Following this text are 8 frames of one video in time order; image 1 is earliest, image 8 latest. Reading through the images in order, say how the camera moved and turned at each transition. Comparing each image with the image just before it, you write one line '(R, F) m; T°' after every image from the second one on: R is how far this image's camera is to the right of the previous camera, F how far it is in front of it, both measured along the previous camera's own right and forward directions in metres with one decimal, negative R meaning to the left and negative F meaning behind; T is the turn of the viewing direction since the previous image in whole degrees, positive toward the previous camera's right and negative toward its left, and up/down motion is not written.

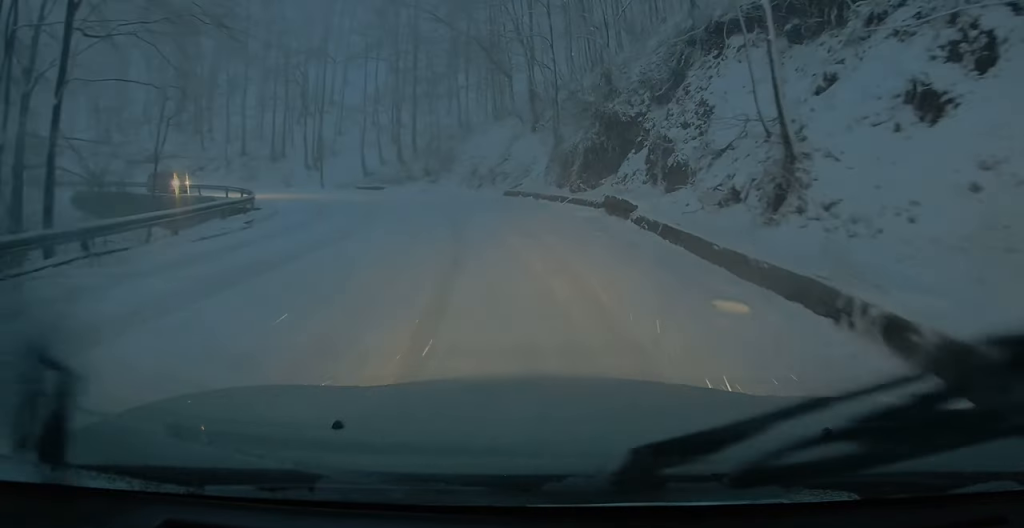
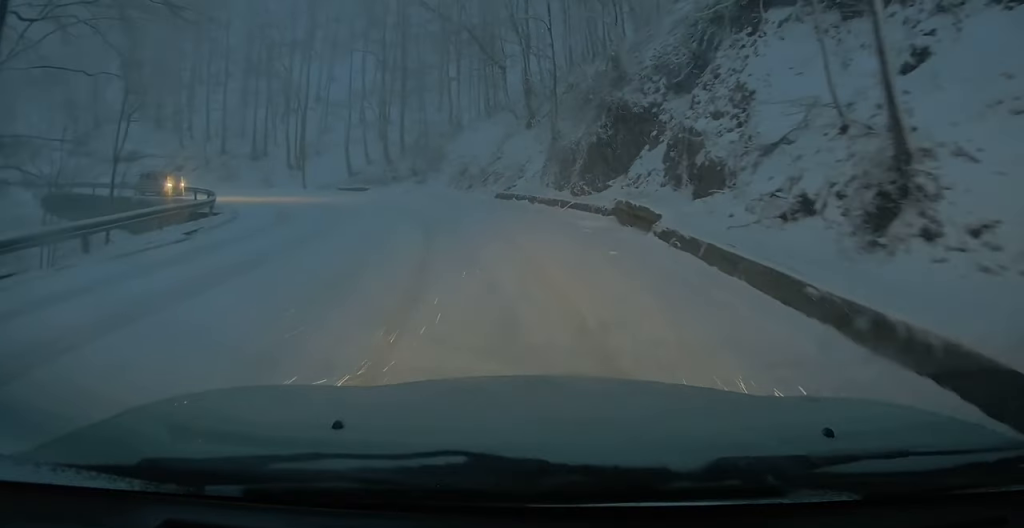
(+0.1, +2.8) m; 0°
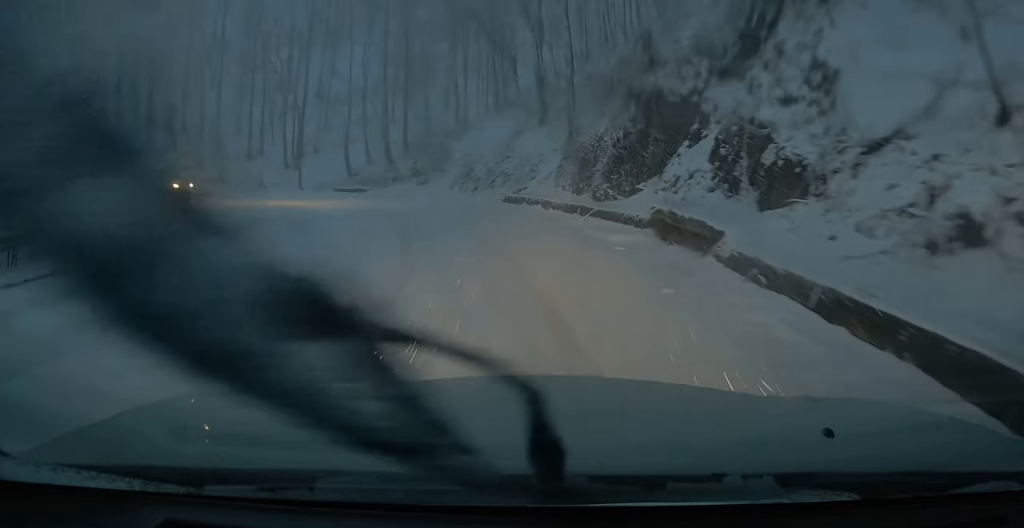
(-0.1, +2.6) m; -4°
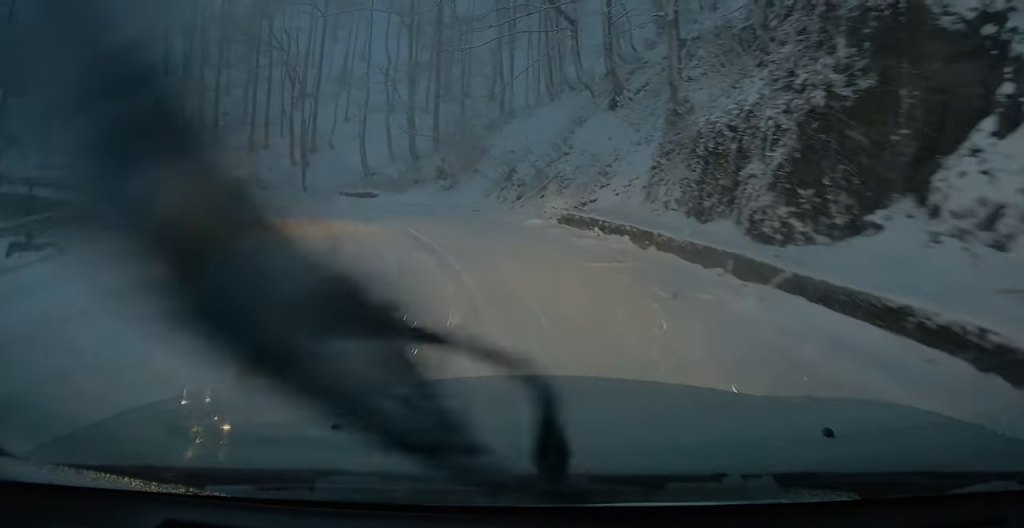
(-0.7, +7.2) m; -11°
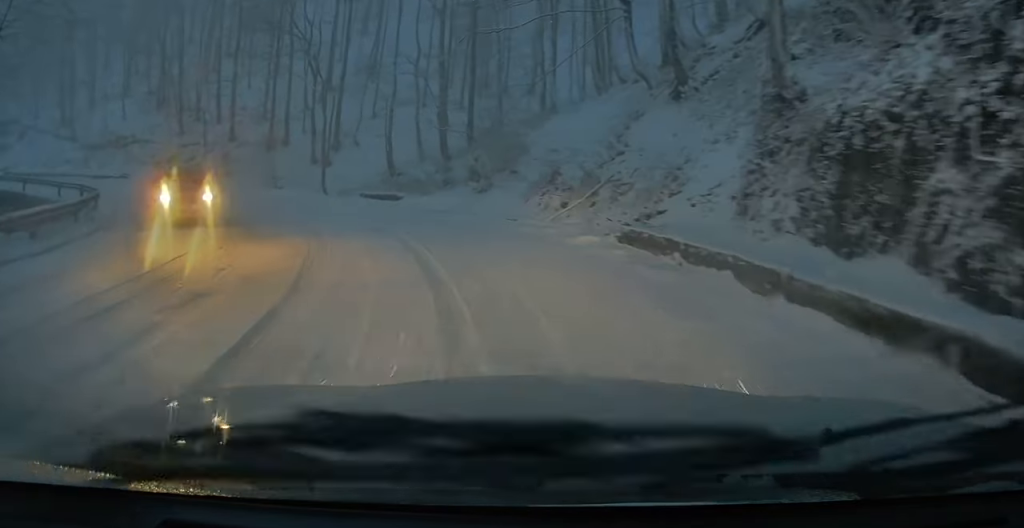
(-0.1, +2.9) m; -5°
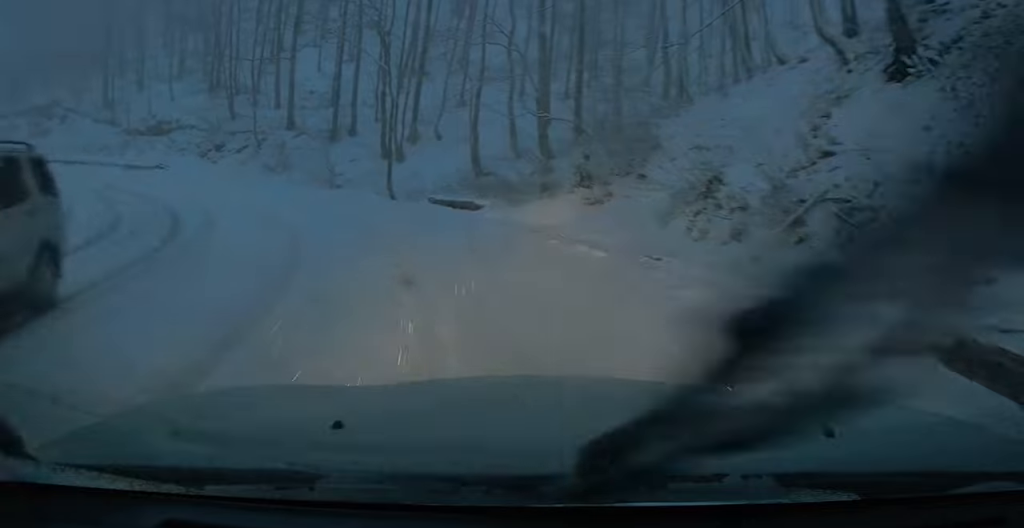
(-0.5, +6.0) m; -12°
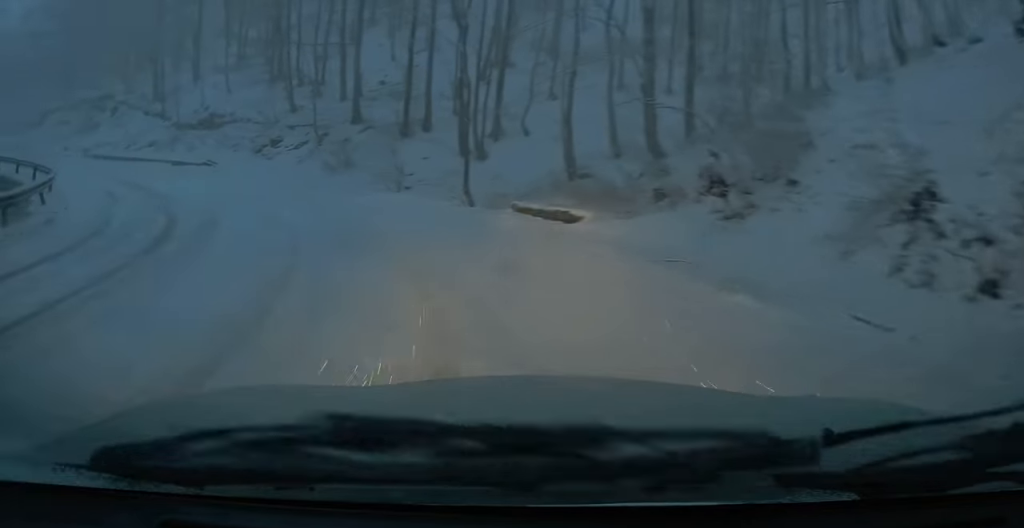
(-0.3, +3.9) m; -6°
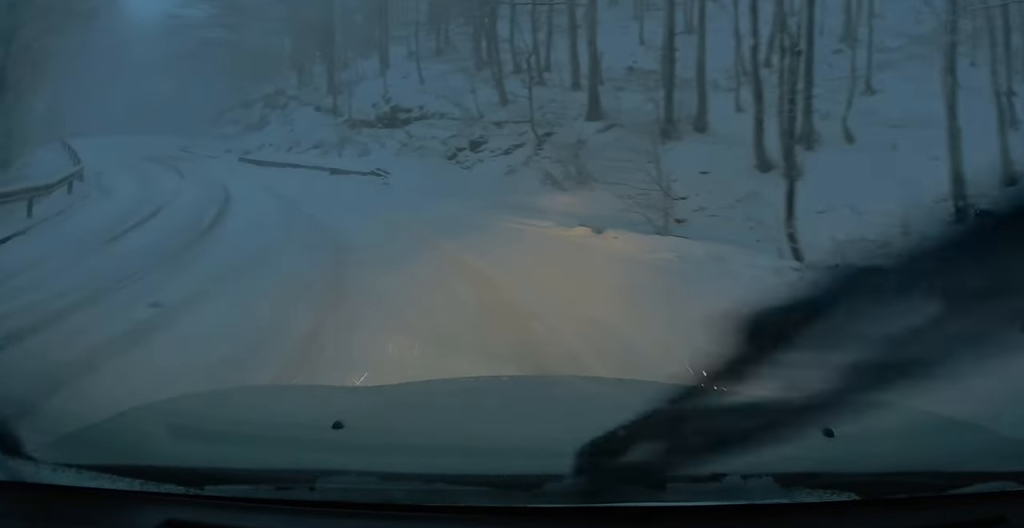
(-0.3, +9.9) m; -5°
